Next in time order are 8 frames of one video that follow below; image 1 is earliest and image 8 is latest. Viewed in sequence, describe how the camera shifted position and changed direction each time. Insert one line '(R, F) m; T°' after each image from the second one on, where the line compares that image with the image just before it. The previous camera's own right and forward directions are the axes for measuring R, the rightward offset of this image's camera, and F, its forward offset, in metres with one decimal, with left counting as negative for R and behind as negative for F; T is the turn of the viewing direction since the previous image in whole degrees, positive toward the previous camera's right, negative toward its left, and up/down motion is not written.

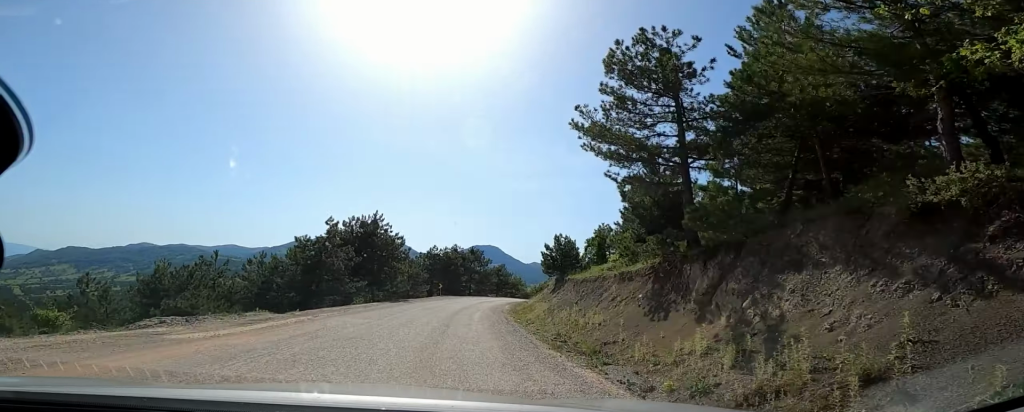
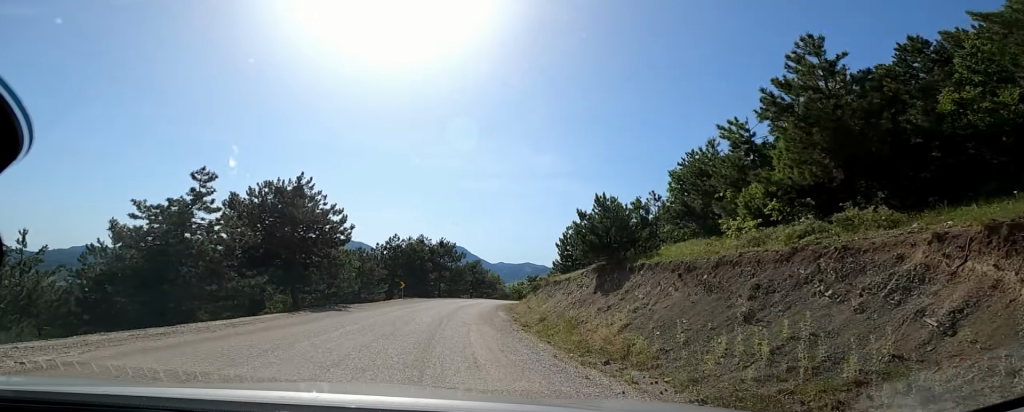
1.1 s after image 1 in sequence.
(0.0, +10.0) m; -1°
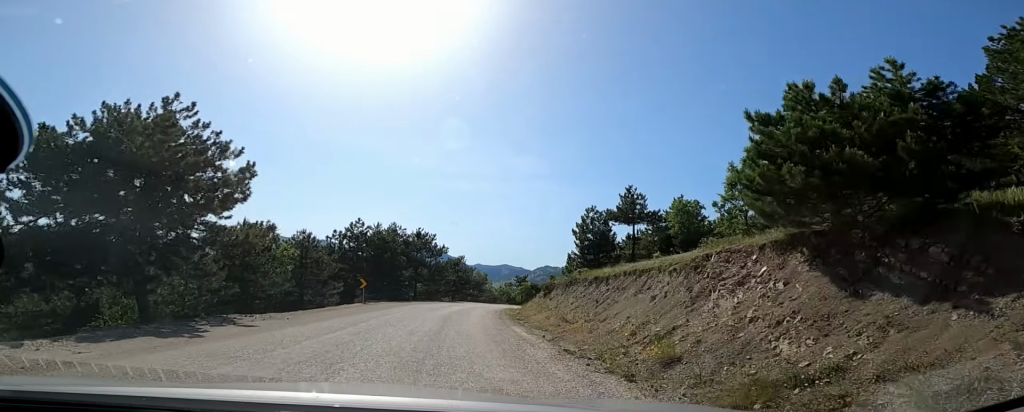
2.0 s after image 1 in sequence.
(-0.2, +9.4) m; +5°
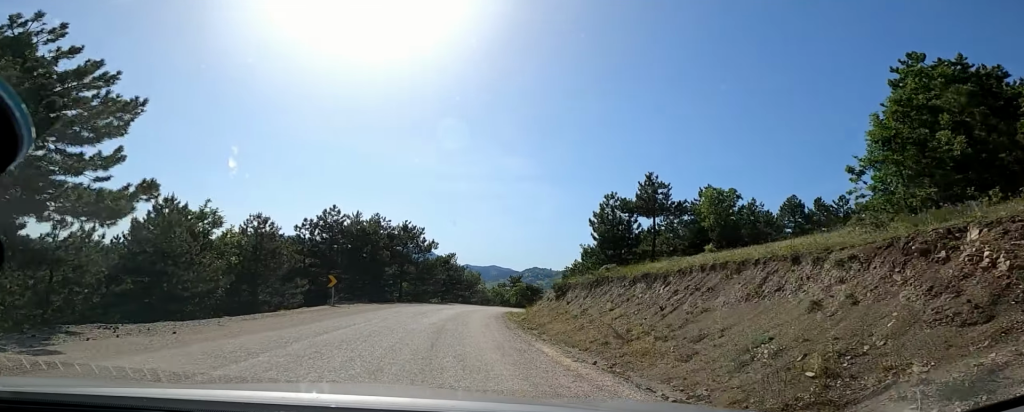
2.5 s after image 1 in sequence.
(-0.9, +4.8) m; +5°
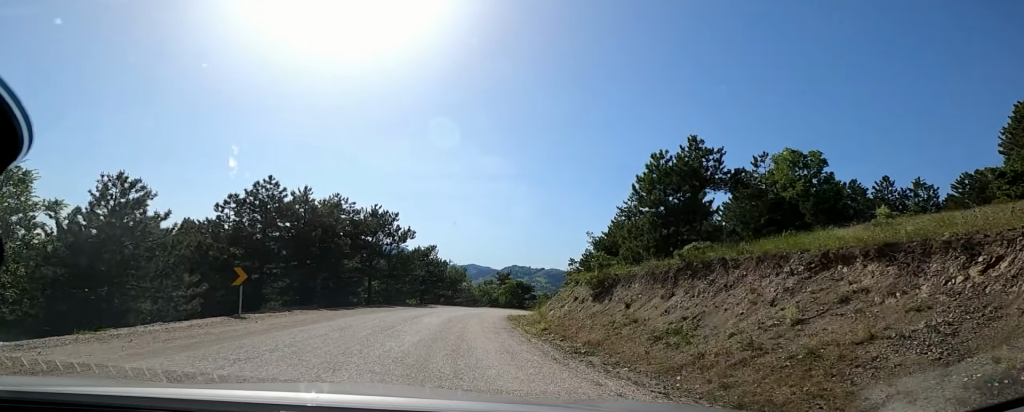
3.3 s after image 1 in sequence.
(+2.1, +7.3) m; +13°
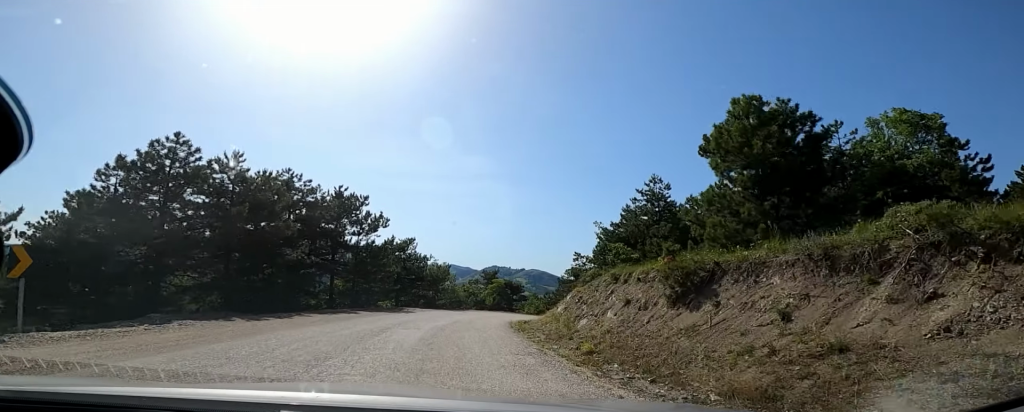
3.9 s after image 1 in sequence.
(+0.5, +6.0) m; +5°
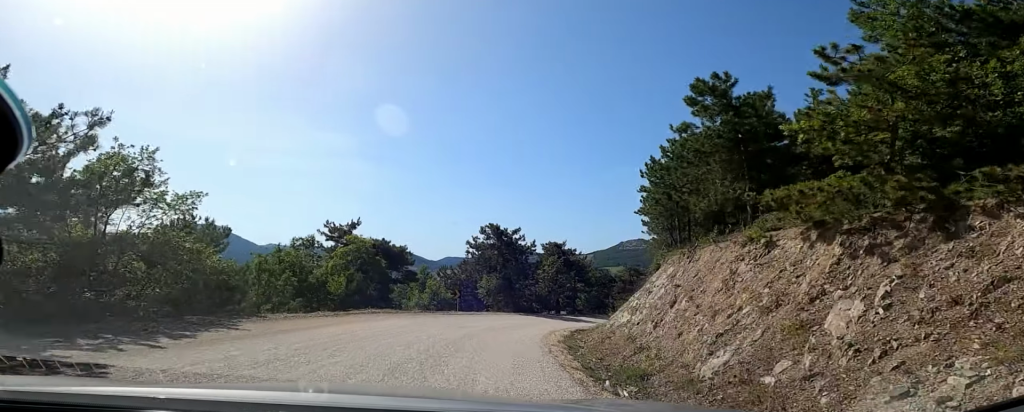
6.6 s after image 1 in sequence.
(+3.5, +26.2) m; +19°
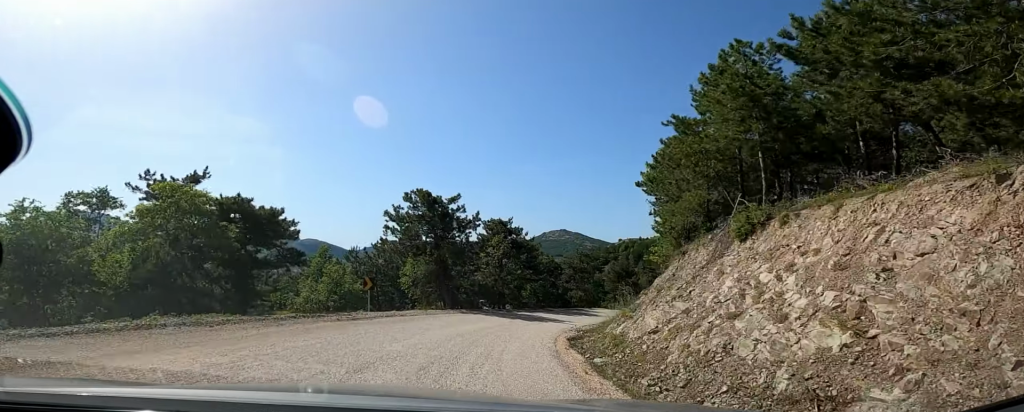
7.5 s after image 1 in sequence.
(0.0, +9.3) m; 0°
